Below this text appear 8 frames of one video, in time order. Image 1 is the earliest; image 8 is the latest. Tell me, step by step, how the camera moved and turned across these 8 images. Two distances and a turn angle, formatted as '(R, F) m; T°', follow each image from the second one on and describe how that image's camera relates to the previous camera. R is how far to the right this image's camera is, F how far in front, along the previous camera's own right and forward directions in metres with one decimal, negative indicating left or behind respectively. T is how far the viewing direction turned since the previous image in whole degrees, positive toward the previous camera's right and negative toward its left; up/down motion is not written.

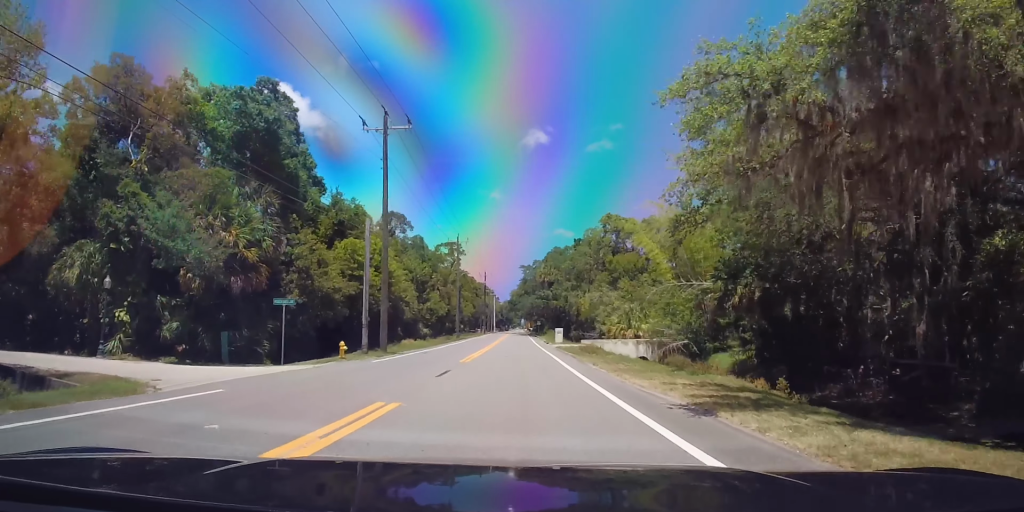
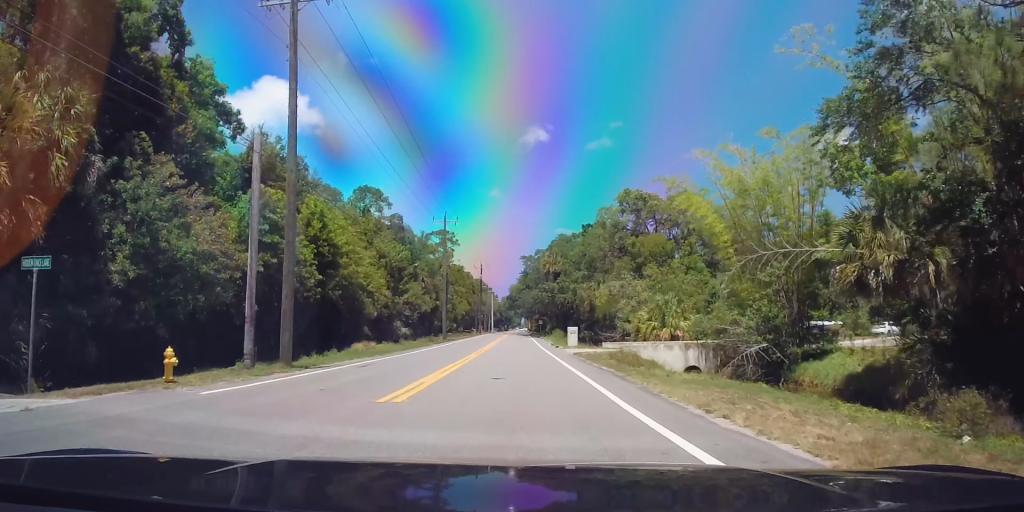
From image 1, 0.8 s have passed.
(0.0, +14.6) m; 0°
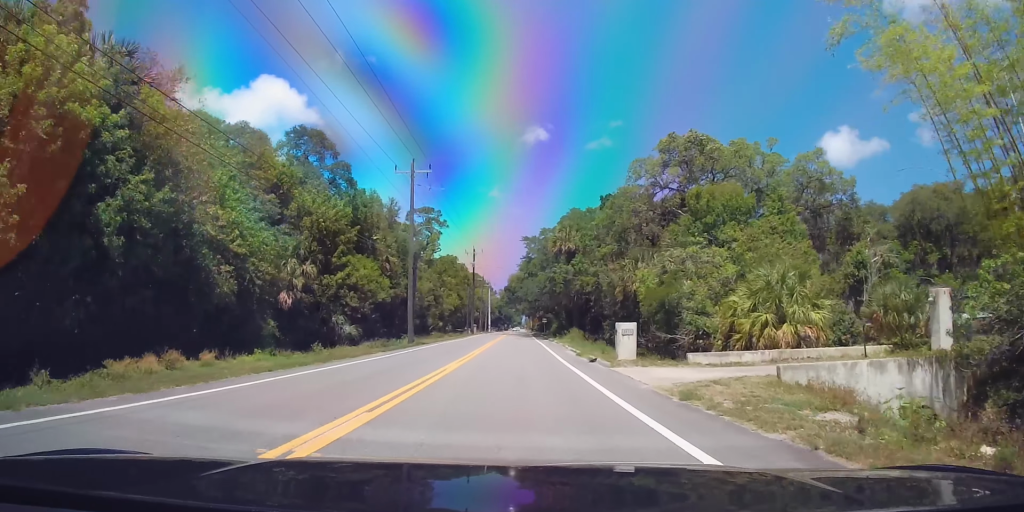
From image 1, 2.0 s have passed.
(0.0, +21.0) m; -1°
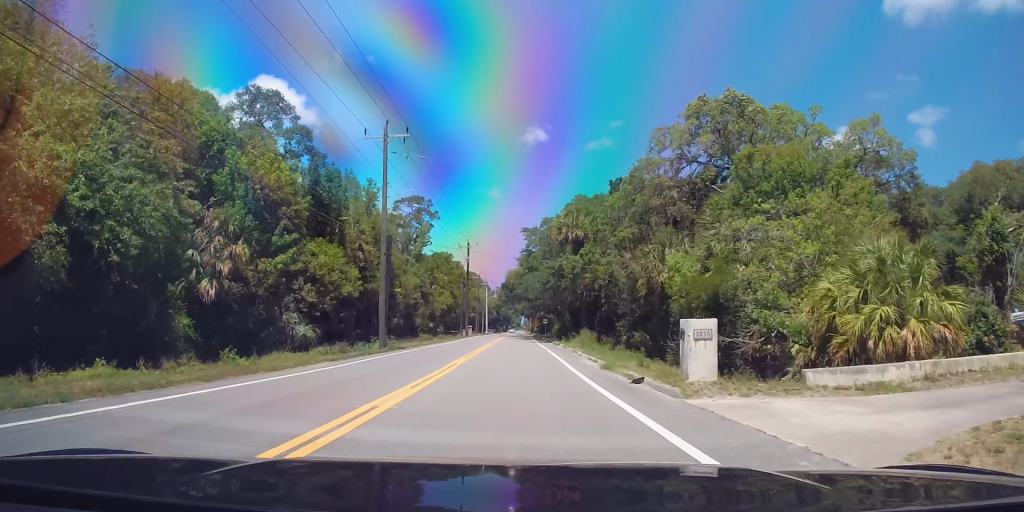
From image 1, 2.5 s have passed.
(0.0, +8.9) m; -1°
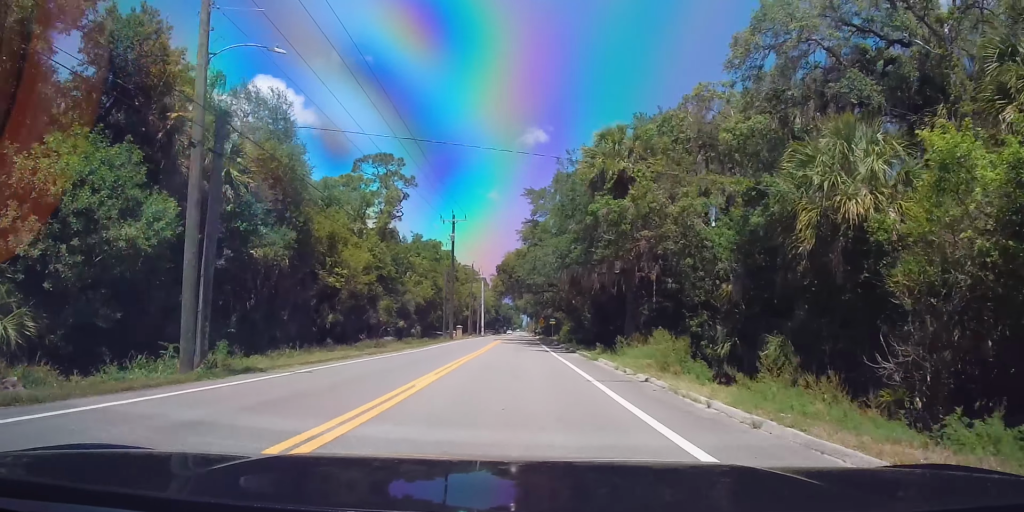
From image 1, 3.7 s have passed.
(-0.3, +21.6) m; +1°
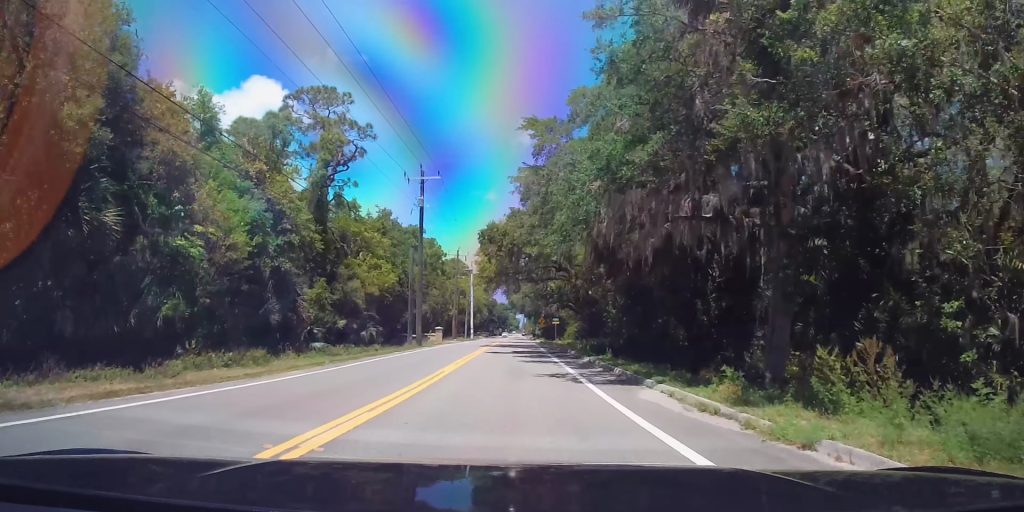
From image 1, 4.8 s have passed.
(+0.3, +18.9) m; 0°
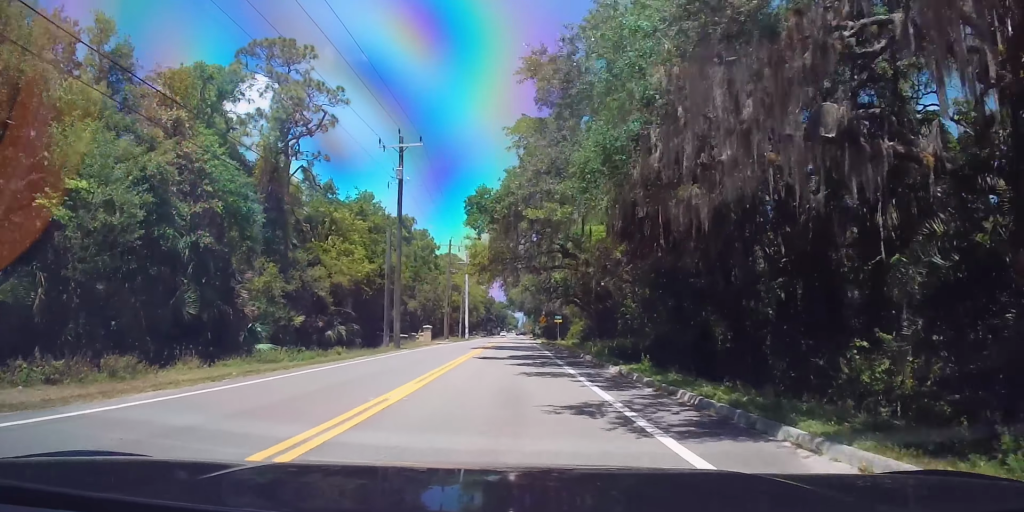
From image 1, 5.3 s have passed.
(+0.1, +8.0) m; -1°
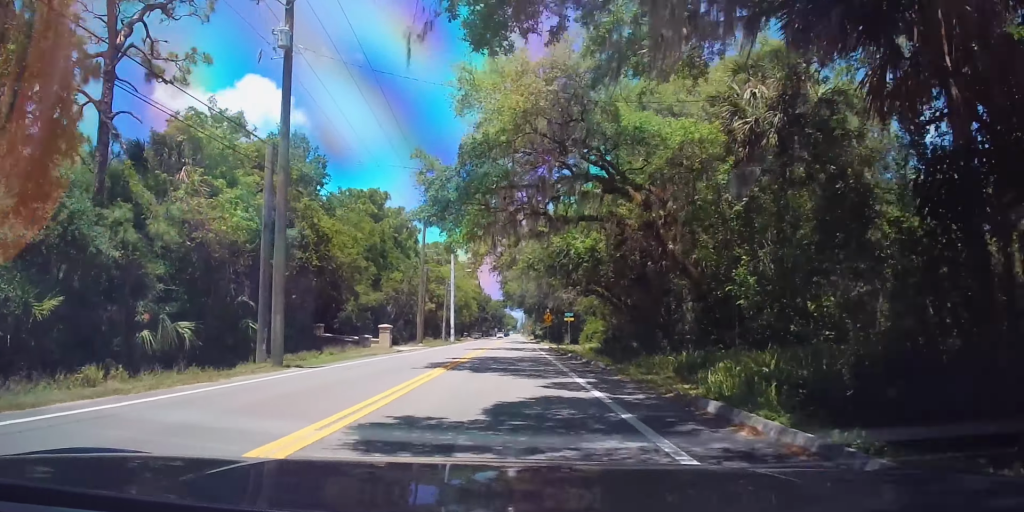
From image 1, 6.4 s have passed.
(-0.5, +18.8) m; 0°
